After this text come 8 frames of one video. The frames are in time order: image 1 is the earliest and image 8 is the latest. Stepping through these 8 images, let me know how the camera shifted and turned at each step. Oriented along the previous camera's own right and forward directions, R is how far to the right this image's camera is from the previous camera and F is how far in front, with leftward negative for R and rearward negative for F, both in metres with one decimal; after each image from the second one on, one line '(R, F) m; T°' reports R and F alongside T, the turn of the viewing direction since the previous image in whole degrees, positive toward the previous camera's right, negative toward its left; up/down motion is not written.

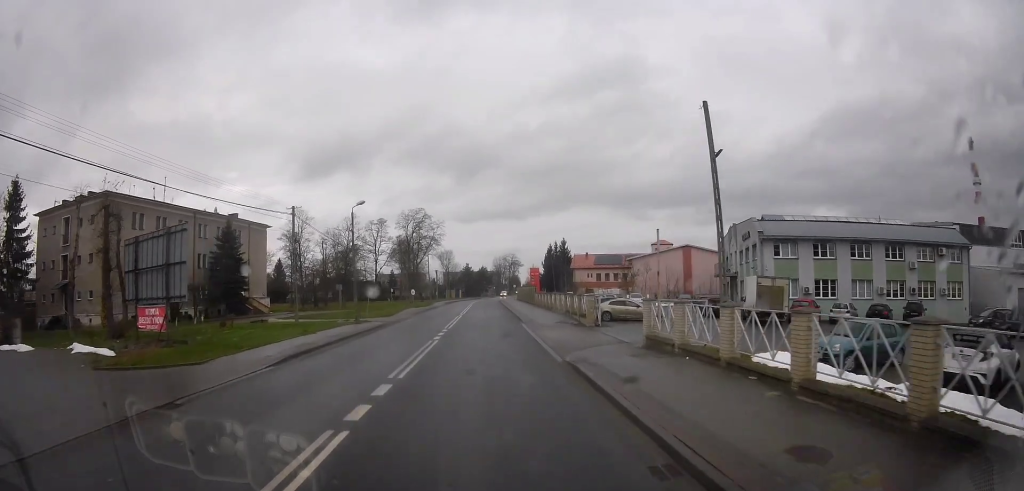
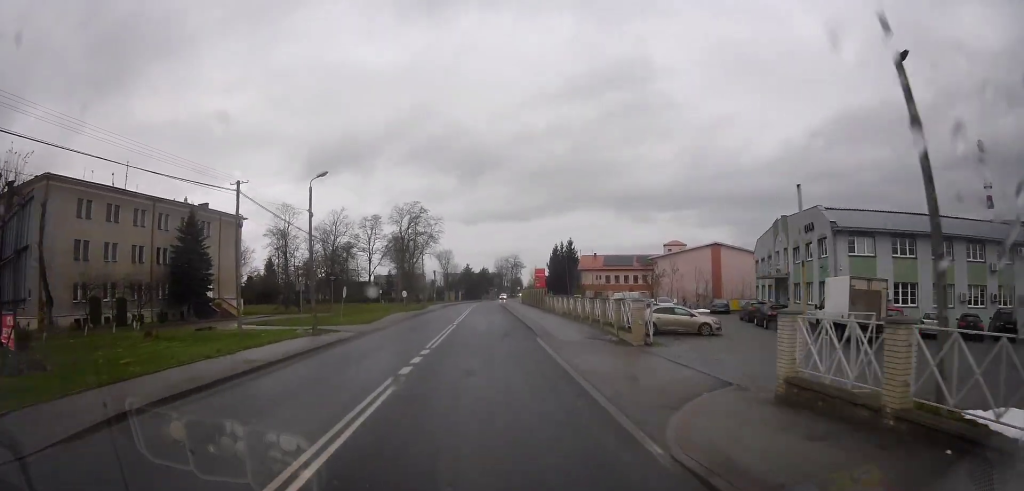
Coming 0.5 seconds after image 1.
(0.0, +8.6) m; 0°
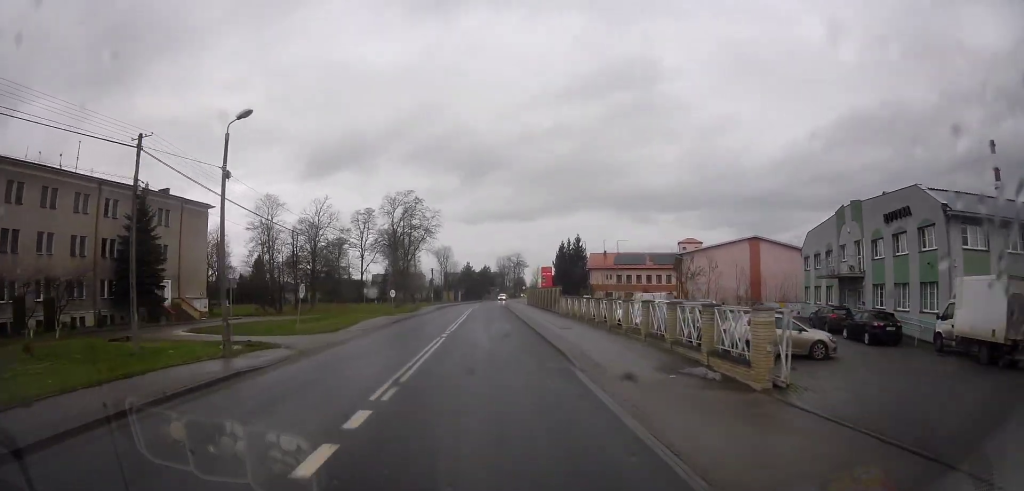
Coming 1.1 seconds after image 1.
(-0.1, +9.4) m; 0°
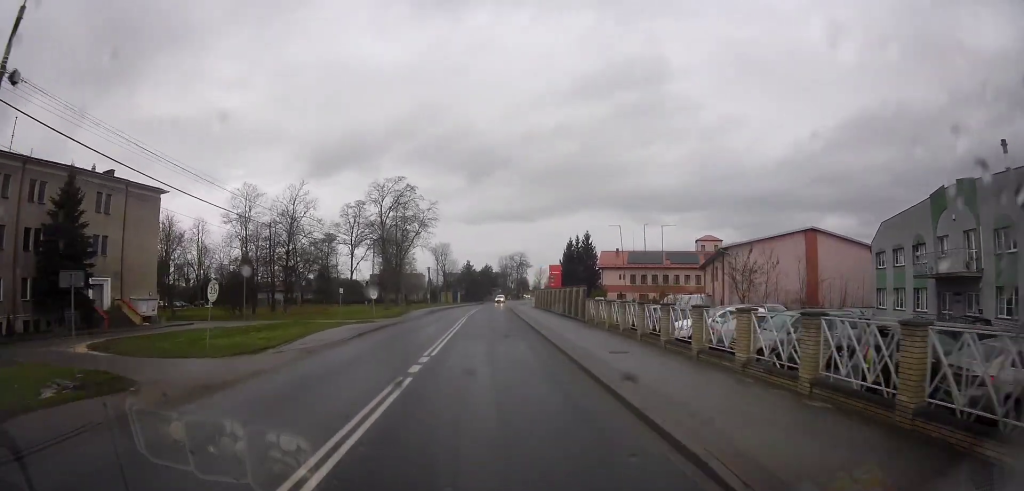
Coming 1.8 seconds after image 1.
(+0.1, +10.4) m; +2°
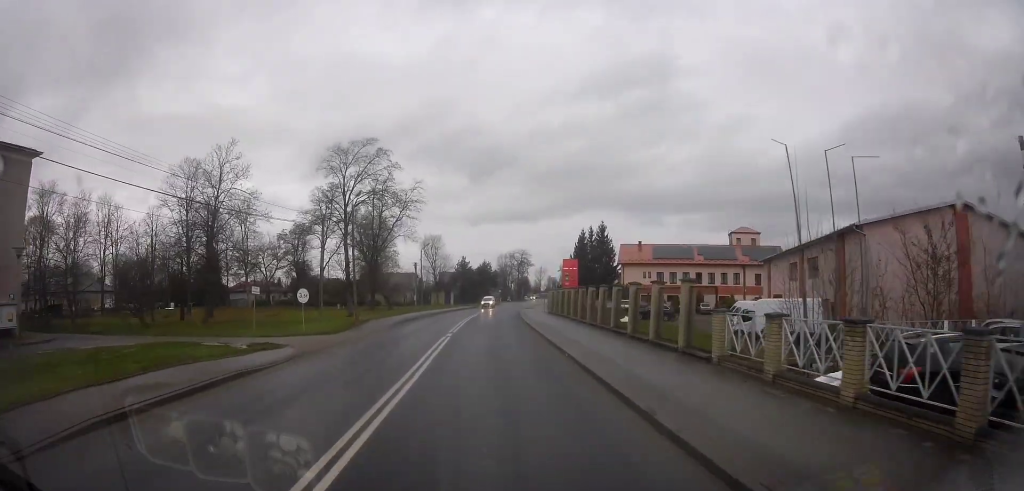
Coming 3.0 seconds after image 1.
(+0.6, +17.8) m; +1°
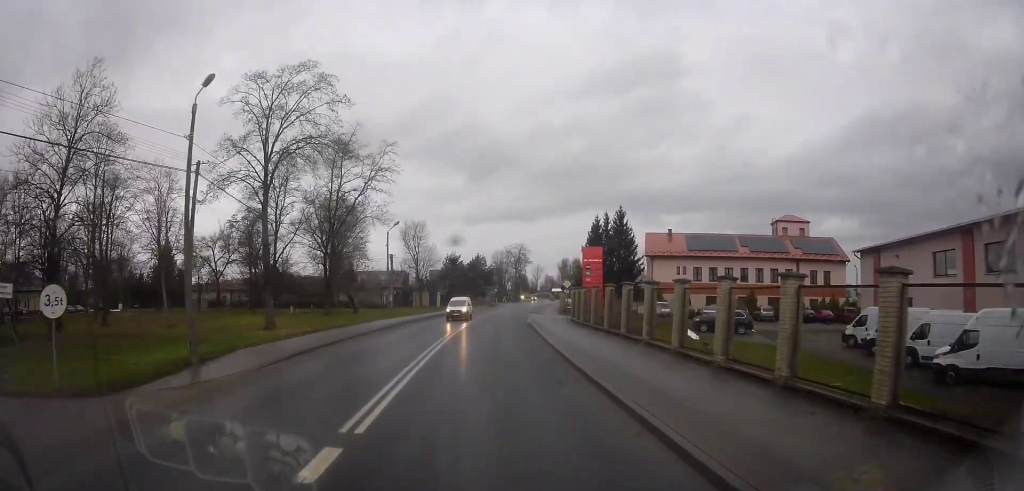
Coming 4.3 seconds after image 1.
(-0.5, +18.6) m; -2°
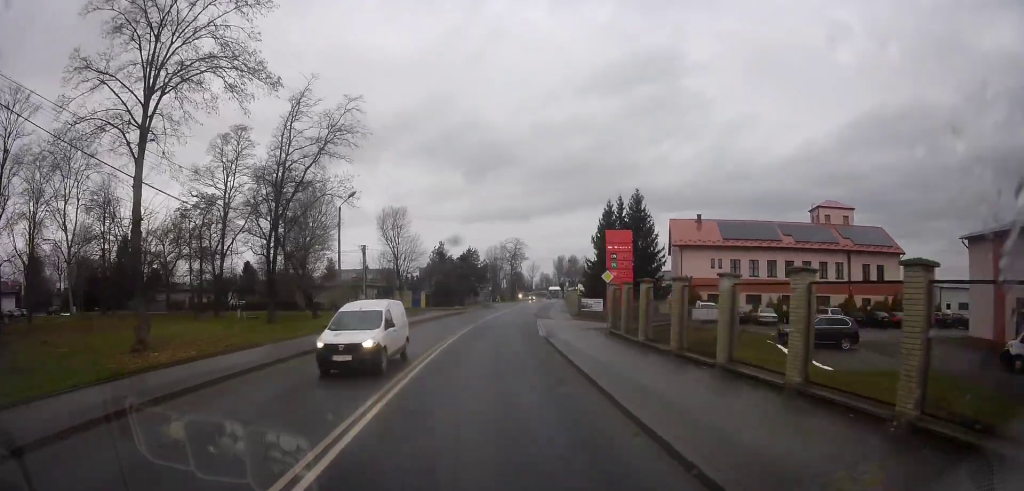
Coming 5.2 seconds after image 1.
(0.0, +12.9) m; 0°
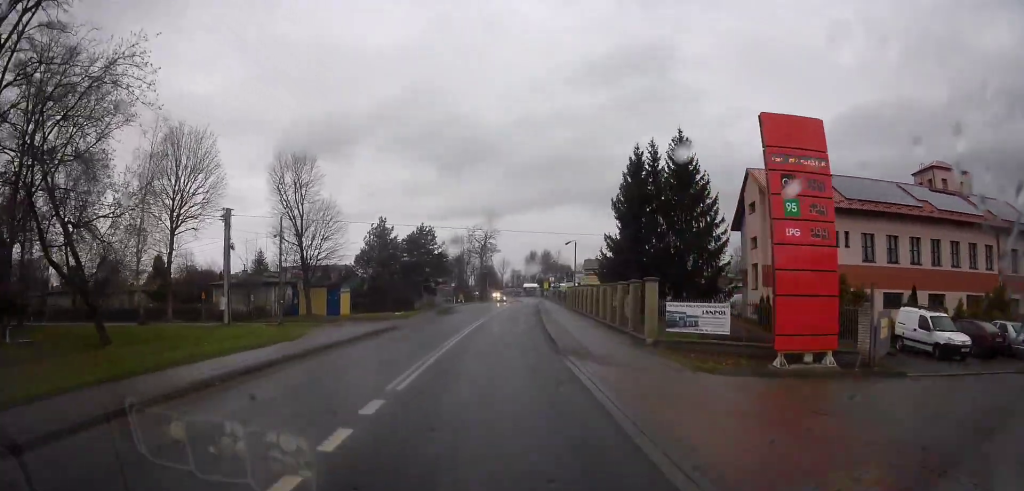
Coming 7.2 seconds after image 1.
(0.0, +27.5) m; 0°
